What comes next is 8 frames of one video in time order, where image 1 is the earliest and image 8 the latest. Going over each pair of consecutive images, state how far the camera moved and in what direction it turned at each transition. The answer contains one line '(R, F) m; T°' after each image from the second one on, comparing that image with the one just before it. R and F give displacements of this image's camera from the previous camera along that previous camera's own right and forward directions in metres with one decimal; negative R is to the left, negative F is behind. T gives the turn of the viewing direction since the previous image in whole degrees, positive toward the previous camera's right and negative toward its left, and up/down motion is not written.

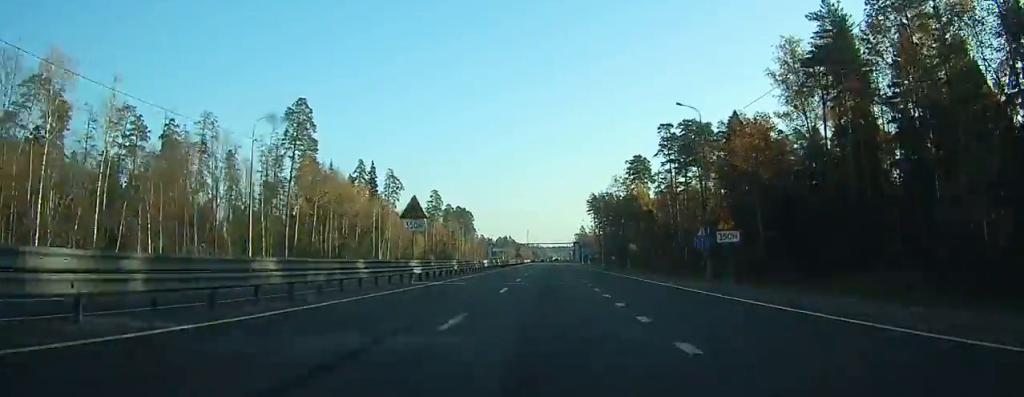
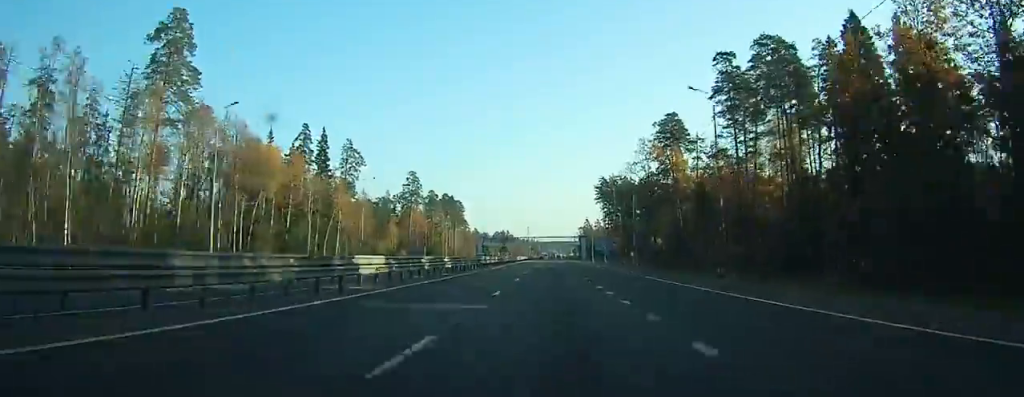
(-0.1, +40.8) m; 0°
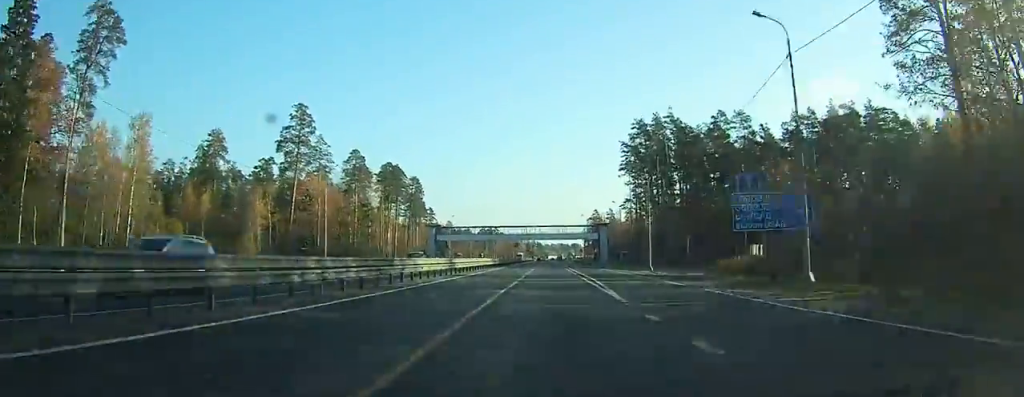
(-0.1, +88.6) m; 0°
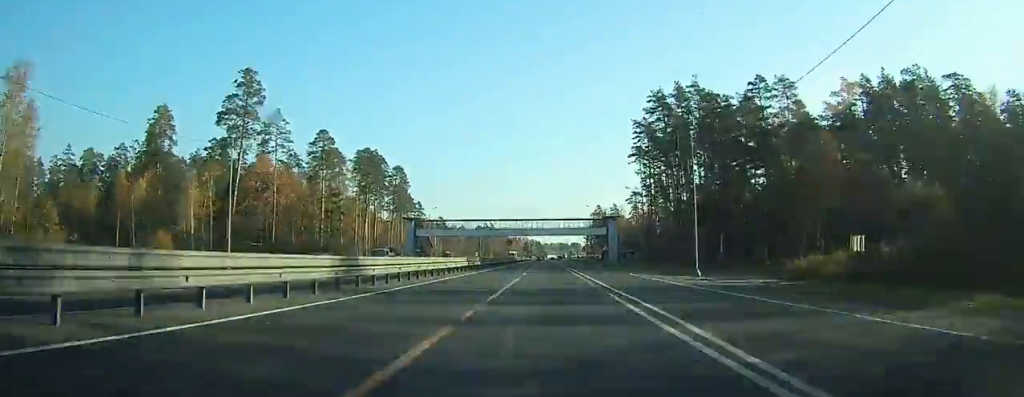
(0.0, +20.3) m; 0°
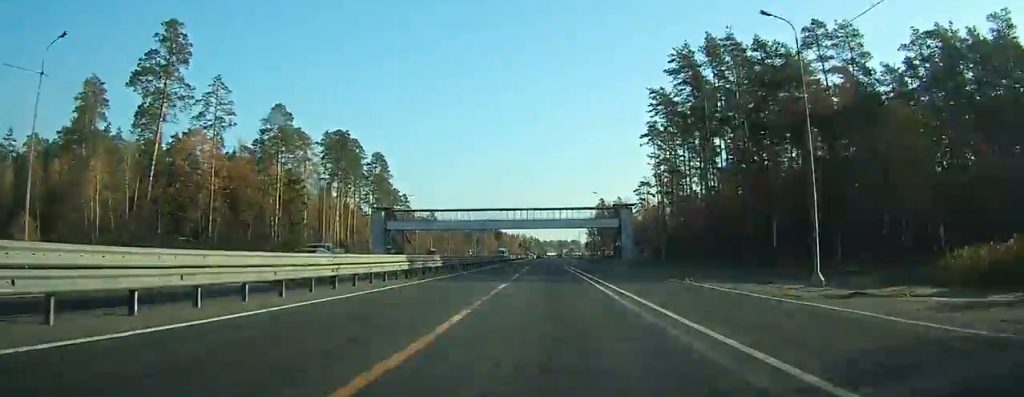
(0.0, +19.6) m; 0°
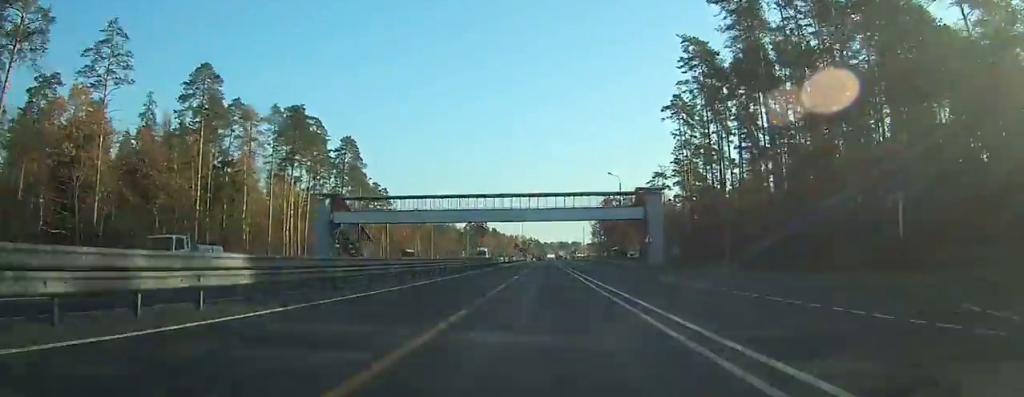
(+0.1, +23.7) m; 0°
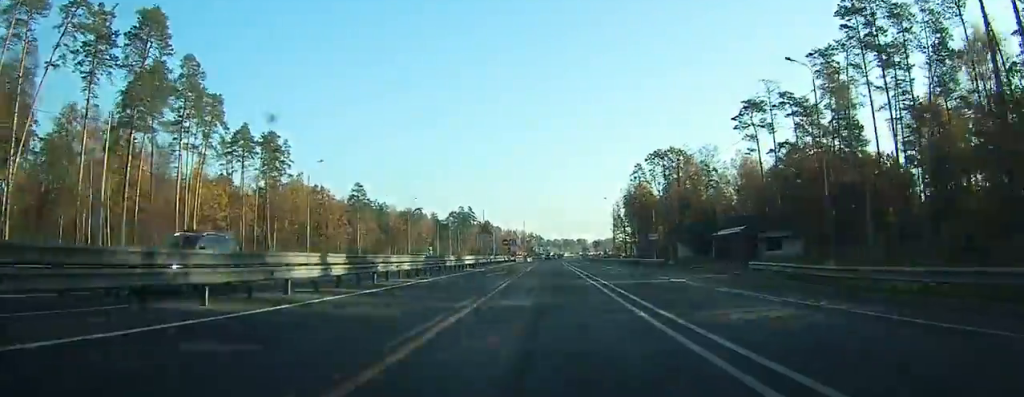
(-0.7, +74.1) m; -1°
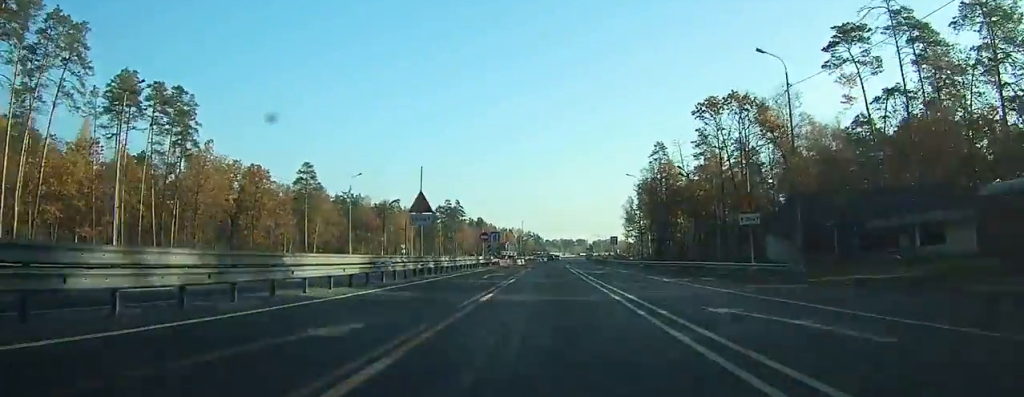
(+0.1, +31.9) m; +1°
